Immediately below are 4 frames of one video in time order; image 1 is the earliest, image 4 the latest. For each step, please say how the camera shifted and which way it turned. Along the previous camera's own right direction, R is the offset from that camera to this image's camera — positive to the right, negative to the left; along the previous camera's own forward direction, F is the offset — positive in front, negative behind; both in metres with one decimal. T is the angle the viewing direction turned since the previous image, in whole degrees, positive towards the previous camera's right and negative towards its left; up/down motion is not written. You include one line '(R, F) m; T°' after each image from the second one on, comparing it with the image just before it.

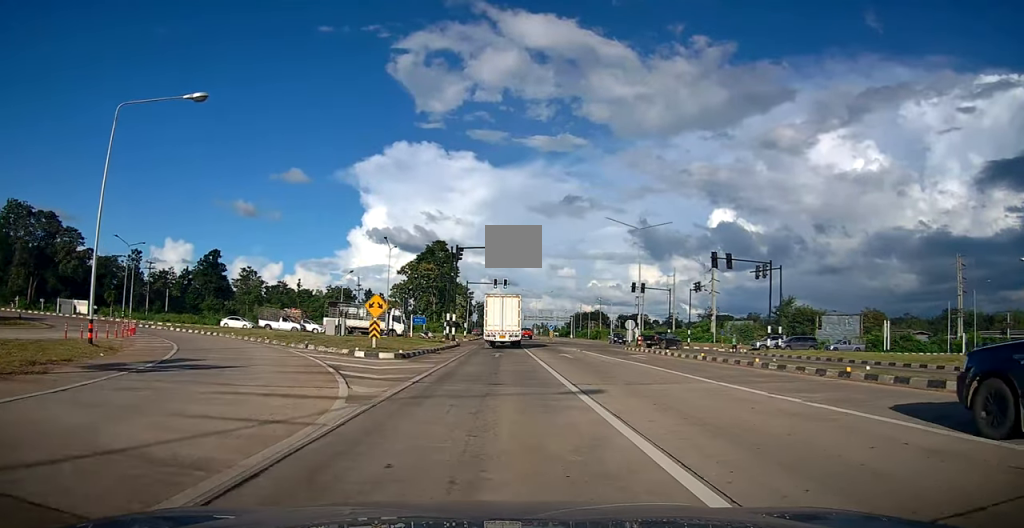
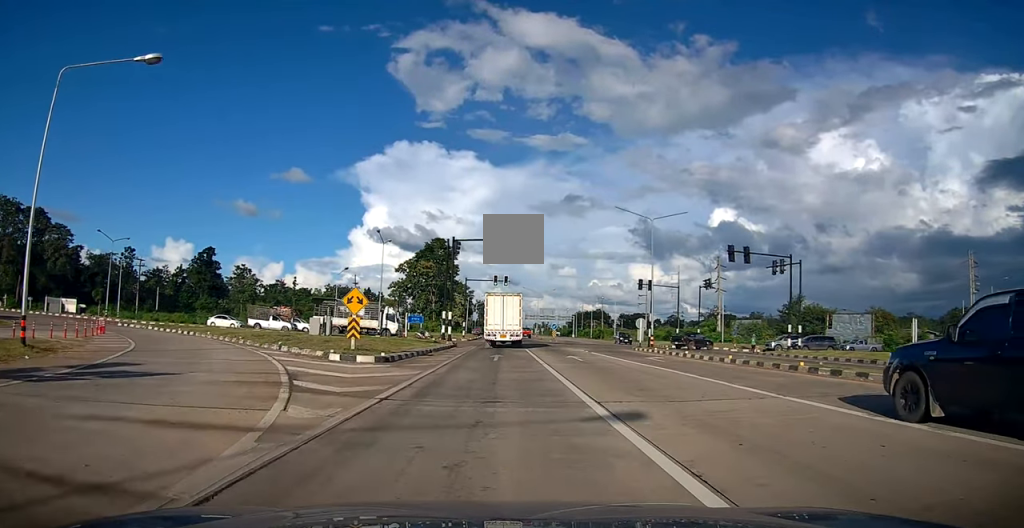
(-0.1, +3.4) m; +1°
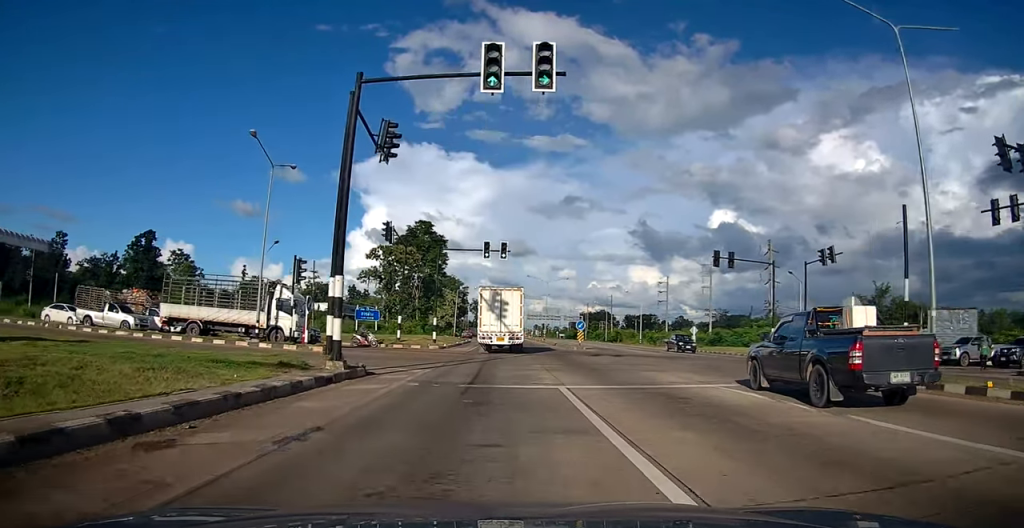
(-0.9, +24.3) m; -4°
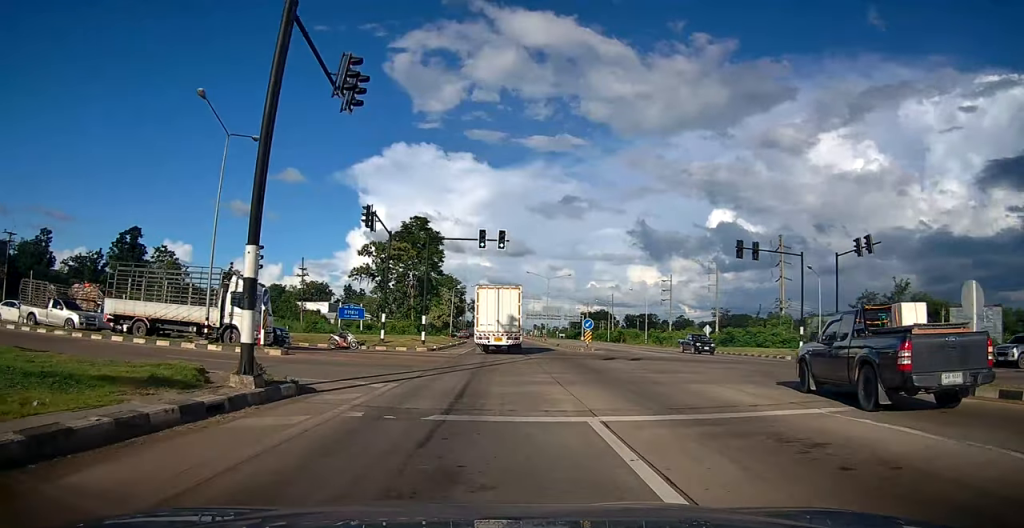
(+0.1, +4.5) m; +1°
